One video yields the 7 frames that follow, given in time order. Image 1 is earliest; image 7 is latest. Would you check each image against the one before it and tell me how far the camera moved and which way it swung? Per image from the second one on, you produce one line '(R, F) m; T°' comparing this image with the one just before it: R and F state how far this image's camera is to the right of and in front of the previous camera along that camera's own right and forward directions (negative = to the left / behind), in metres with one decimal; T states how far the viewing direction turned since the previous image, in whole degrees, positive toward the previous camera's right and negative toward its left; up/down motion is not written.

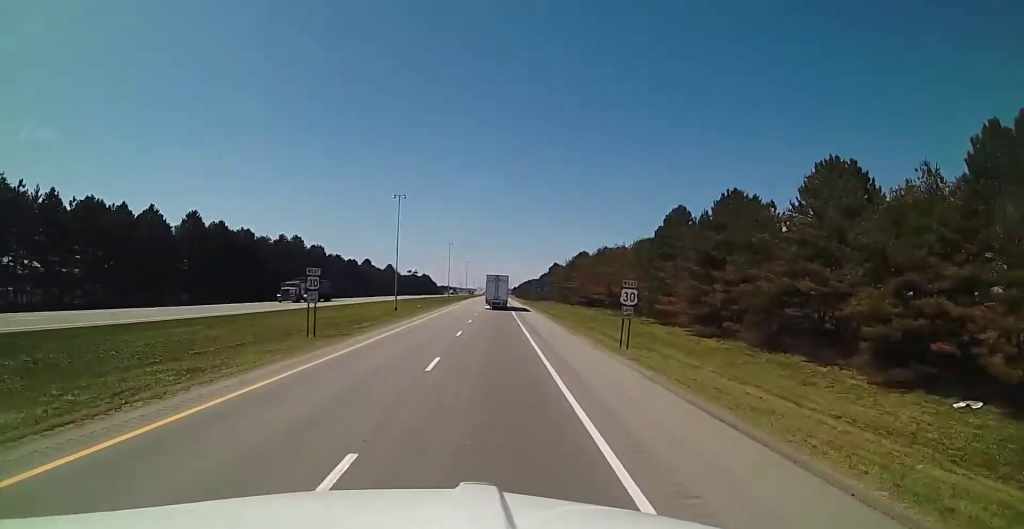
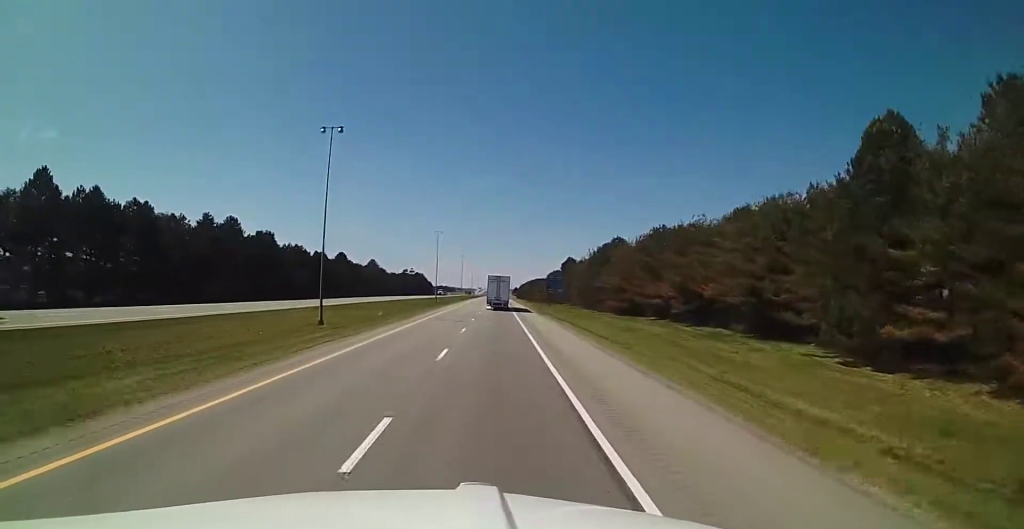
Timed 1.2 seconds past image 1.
(+0.6, +34.0) m; +1°
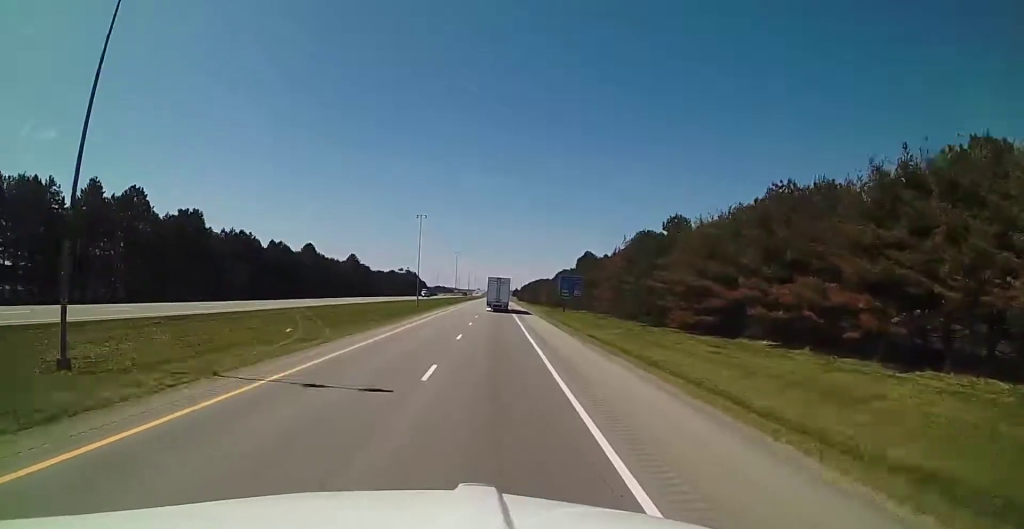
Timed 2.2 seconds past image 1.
(0.0, +29.0) m; 0°
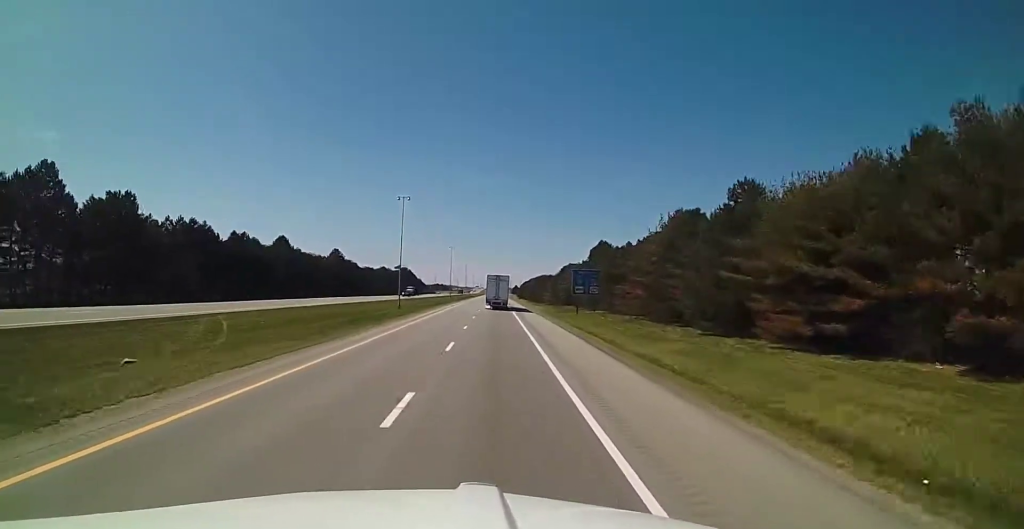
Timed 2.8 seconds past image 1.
(0.0, +17.4) m; 0°
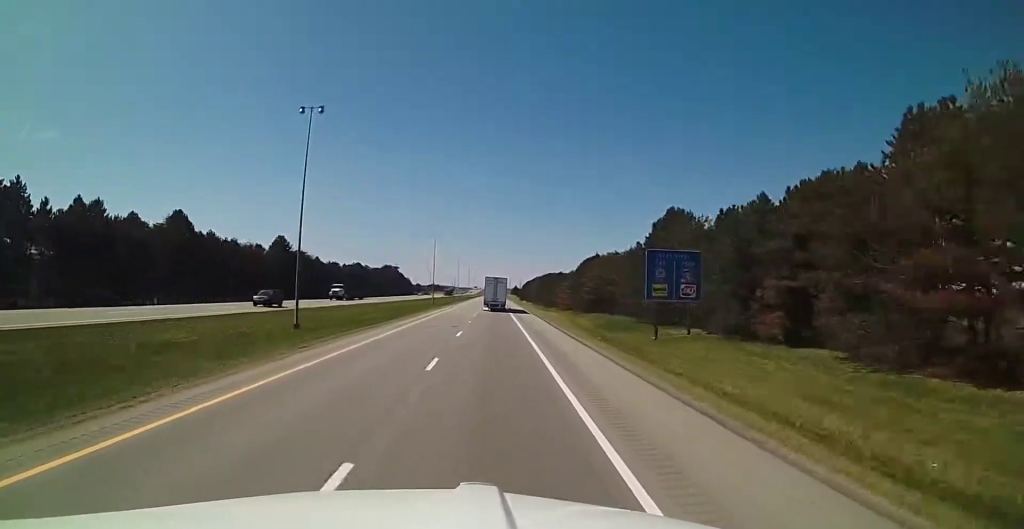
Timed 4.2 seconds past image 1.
(0.0, +41.6) m; 0°
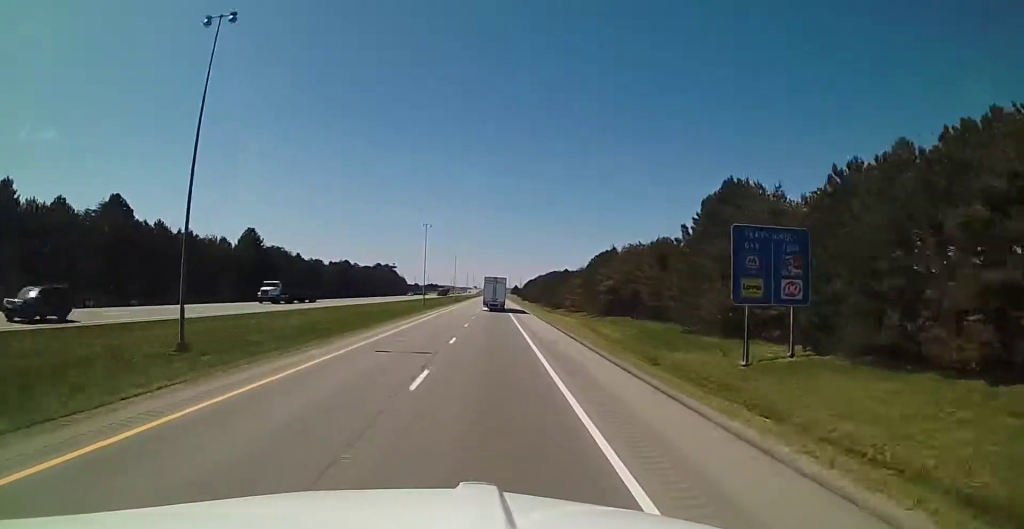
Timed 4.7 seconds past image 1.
(0.0, +15.5) m; 0°
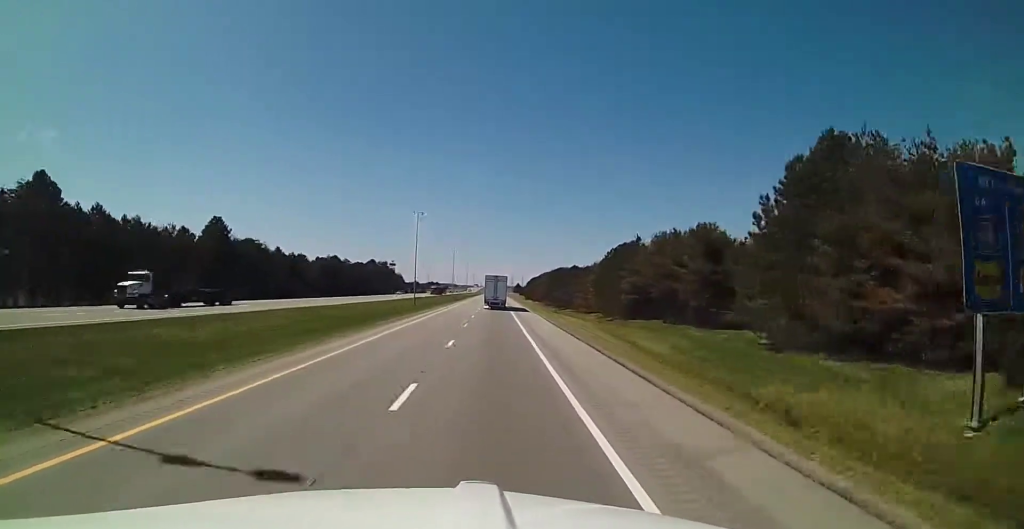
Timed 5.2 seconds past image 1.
(0.0, +14.5) m; 0°
